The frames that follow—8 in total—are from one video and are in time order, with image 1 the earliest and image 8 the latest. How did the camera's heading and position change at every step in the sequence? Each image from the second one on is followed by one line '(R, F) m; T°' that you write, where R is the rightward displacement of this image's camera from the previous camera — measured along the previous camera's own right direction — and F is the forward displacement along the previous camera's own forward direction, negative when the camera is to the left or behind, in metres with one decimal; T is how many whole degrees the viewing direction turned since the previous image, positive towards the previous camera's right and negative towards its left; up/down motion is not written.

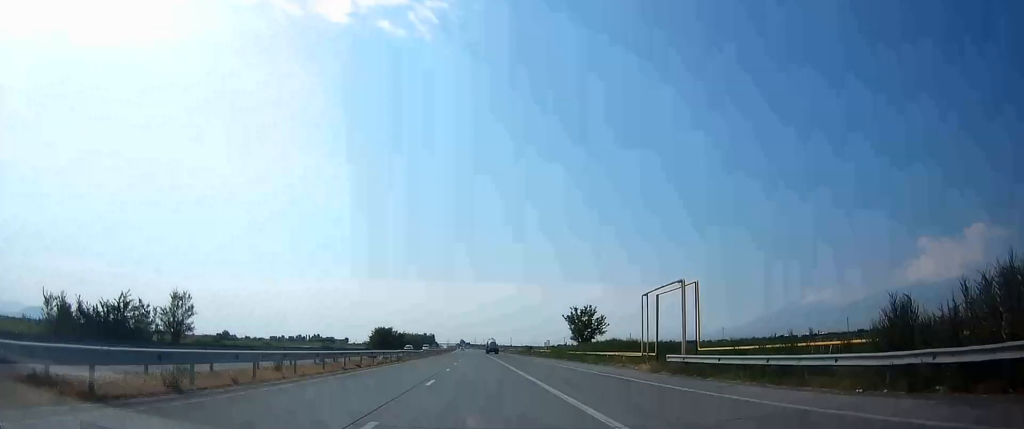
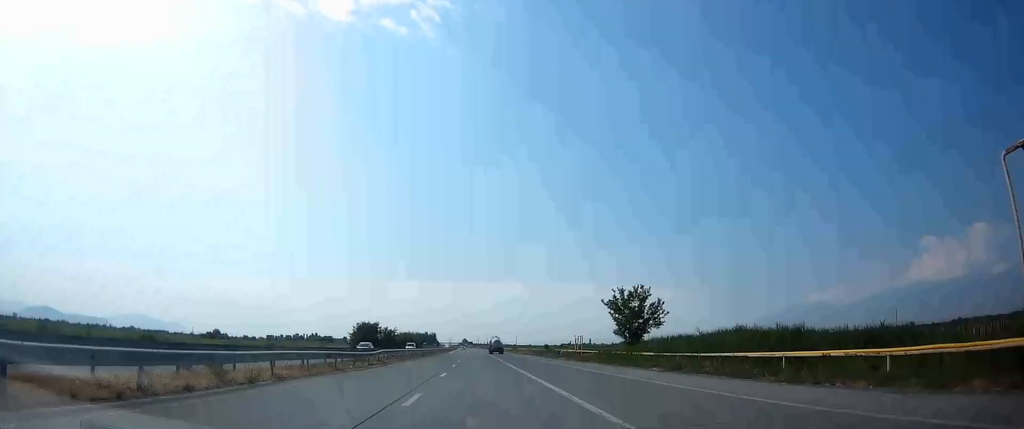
(+0.4, +30.7) m; 0°
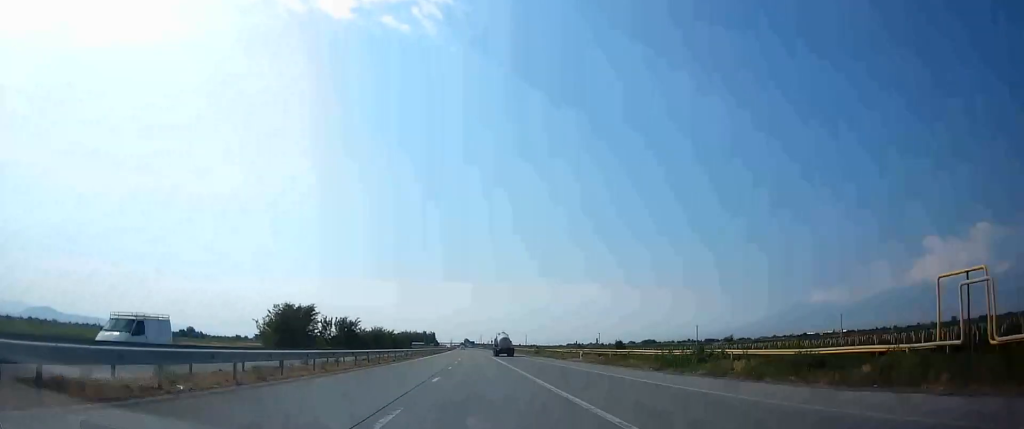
(-1.1, +63.5) m; -1°
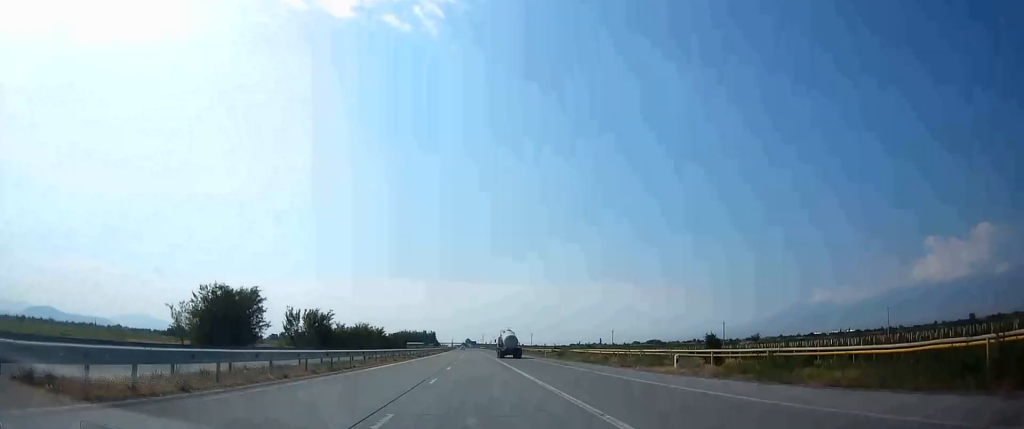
(+0.2, +25.1) m; 0°
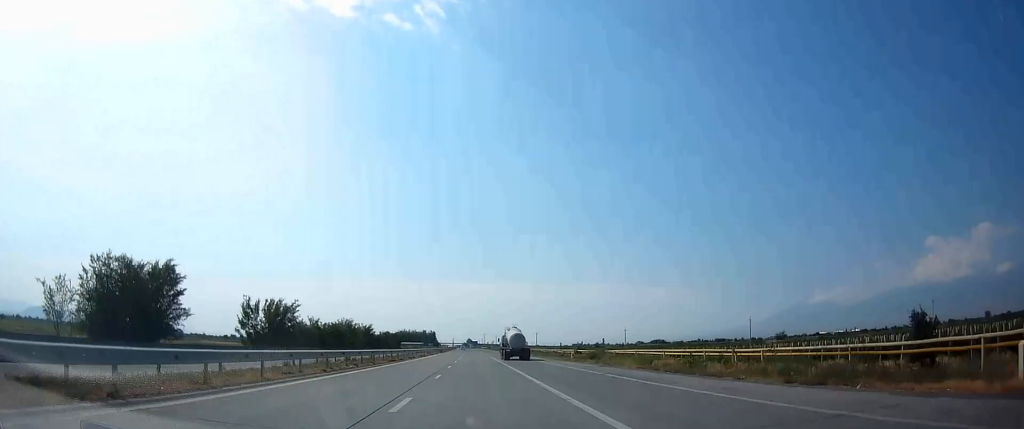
(-0.1, +20.7) m; -1°
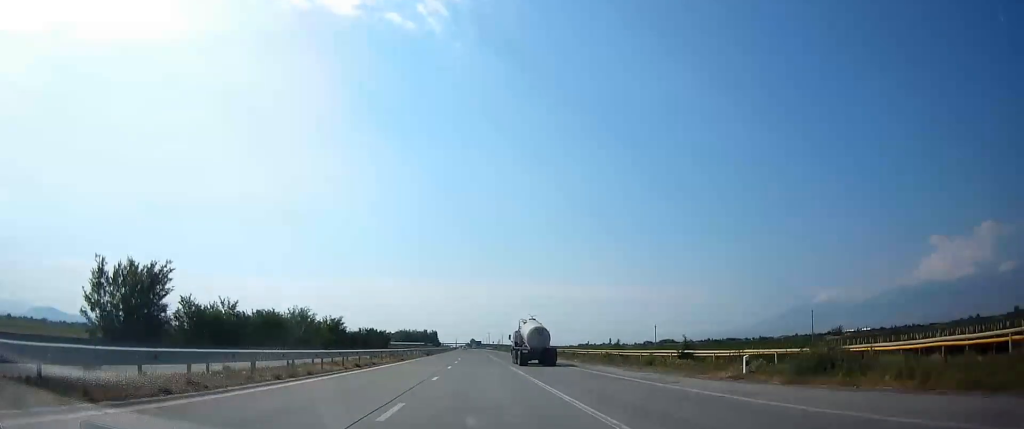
(-0.4, +36.9) m; -1°
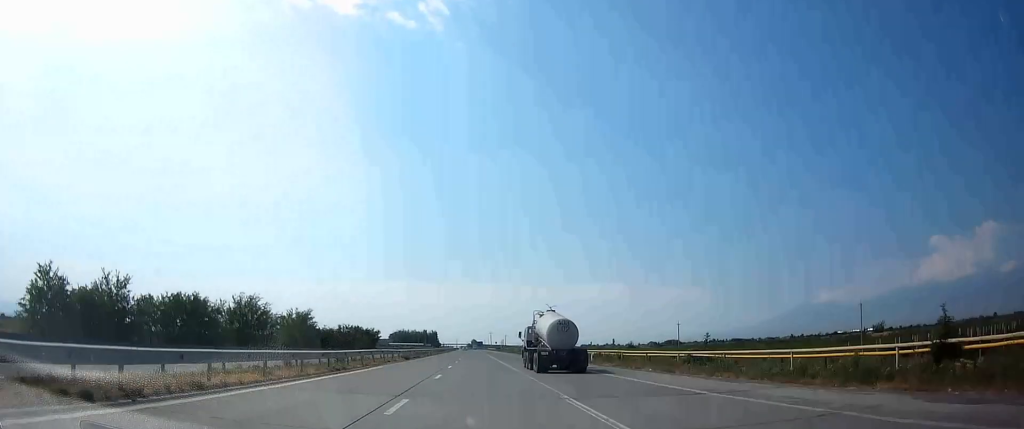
(0.0, +22.8) m; 0°
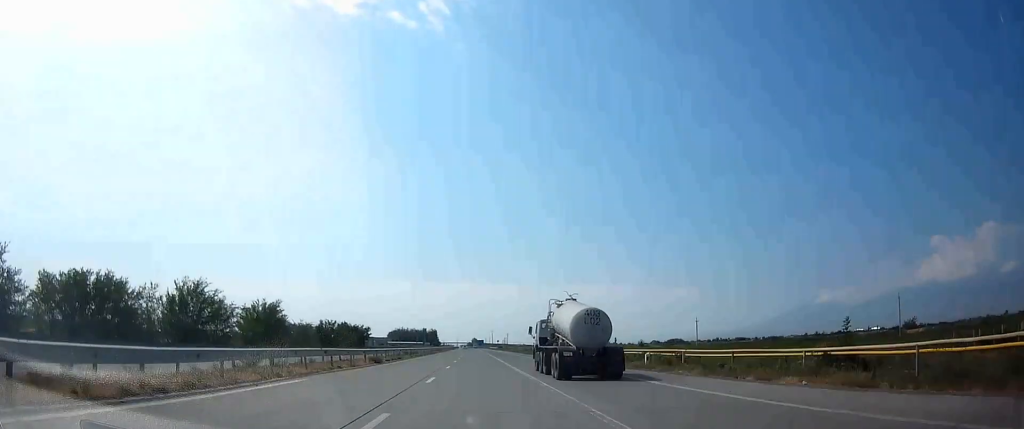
(+0.2, +15.2) m; 0°
